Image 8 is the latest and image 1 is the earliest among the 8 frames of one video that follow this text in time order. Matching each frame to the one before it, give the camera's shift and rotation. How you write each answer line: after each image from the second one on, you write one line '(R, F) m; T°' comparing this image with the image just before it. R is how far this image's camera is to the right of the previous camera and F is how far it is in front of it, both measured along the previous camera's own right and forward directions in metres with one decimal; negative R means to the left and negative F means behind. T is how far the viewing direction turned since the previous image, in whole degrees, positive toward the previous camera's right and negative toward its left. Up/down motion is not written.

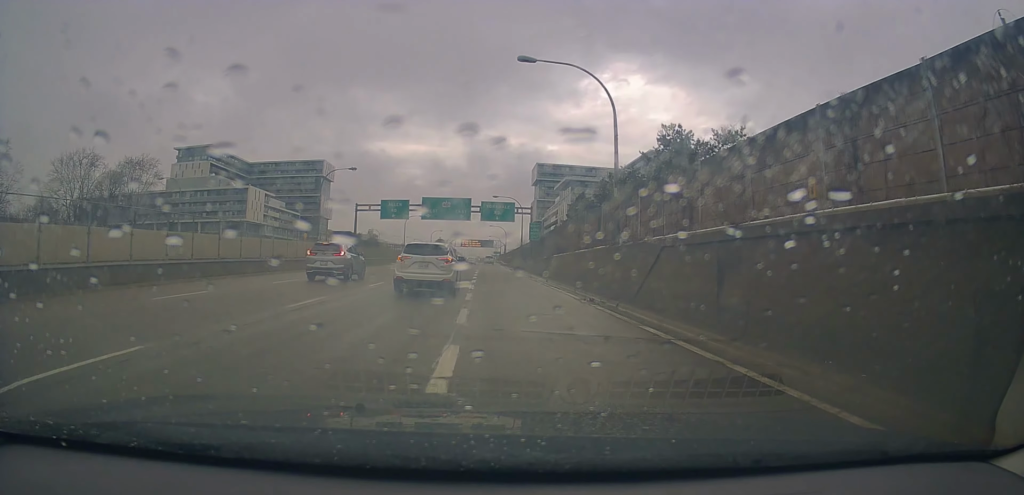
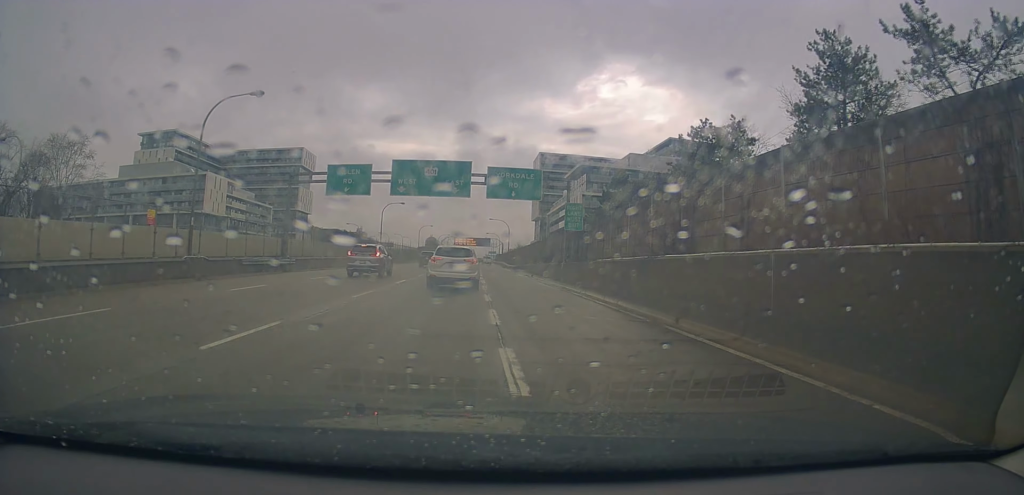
(-0.1, +22.7) m; 0°
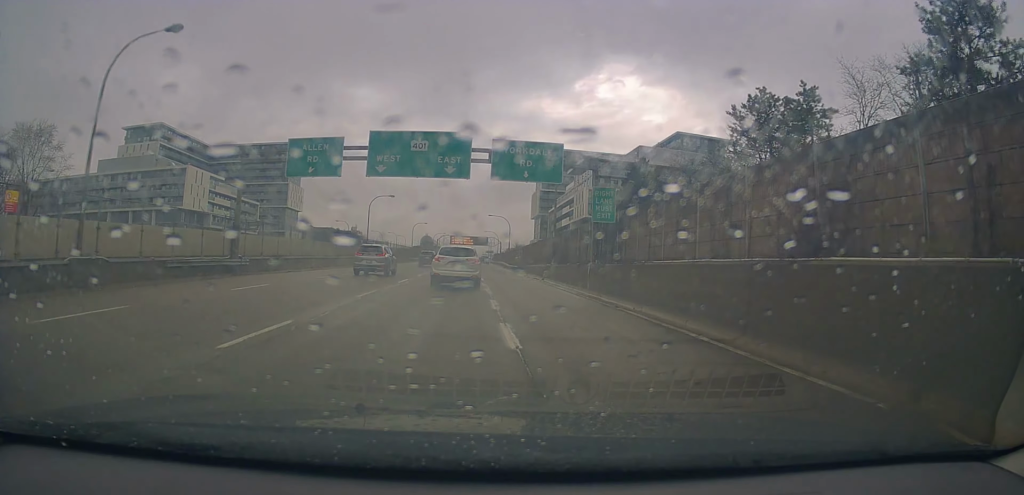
(-0.1, +8.2) m; 0°
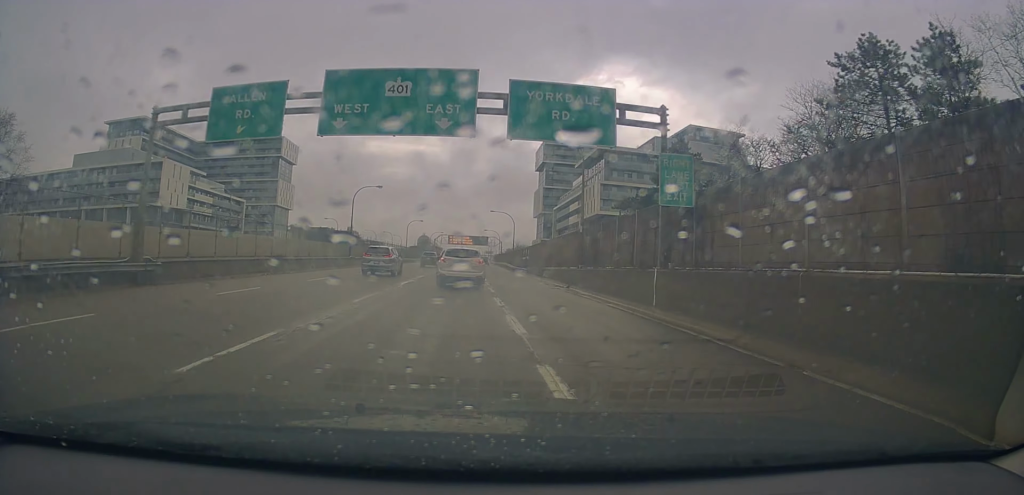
(0.0, +10.3) m; +1°
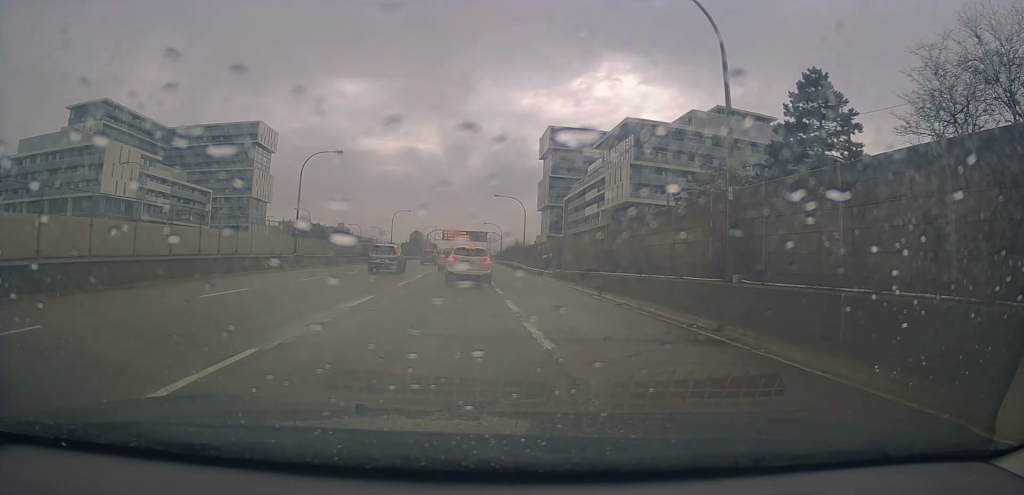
(+0.4, +19.4) m; +2°
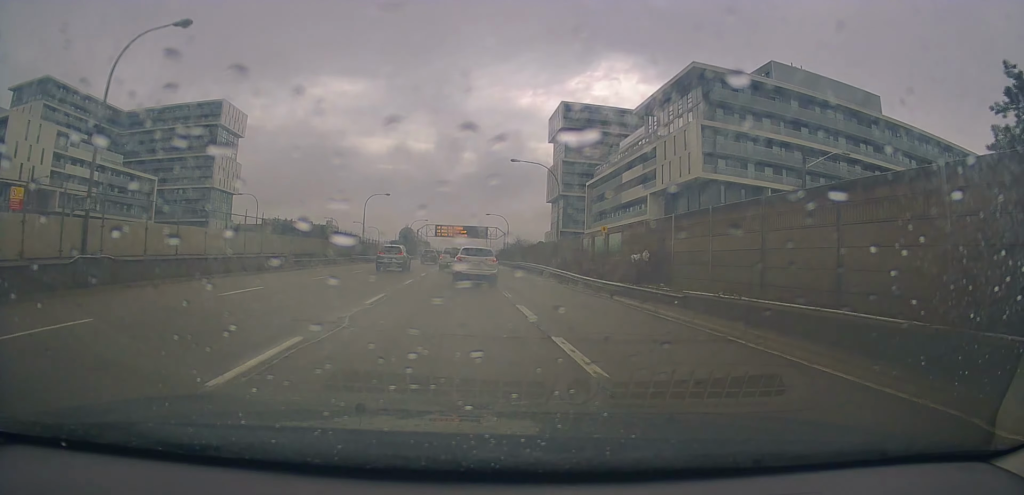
(-0.1, +25.8) m; -1°
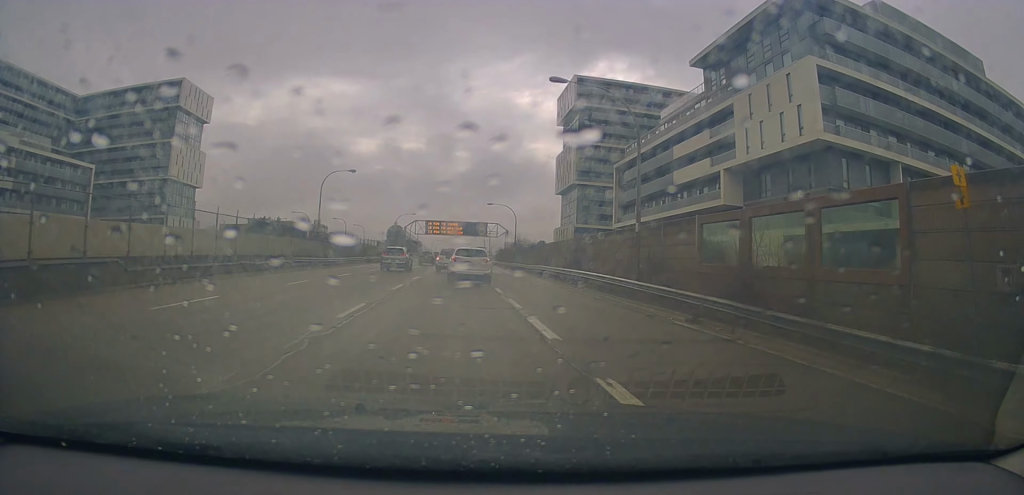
(-0.2, +20.8) m; 0°
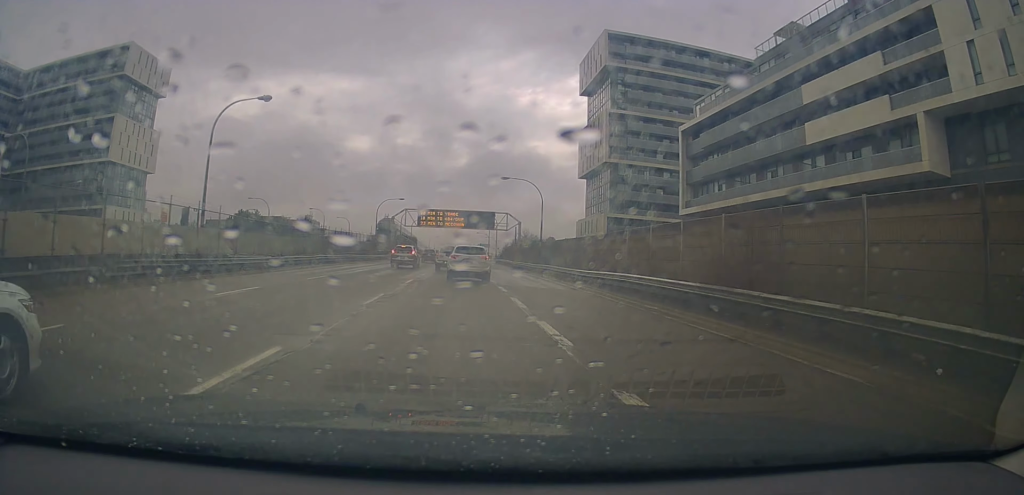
(+0.3, +24.1) m; +1°
